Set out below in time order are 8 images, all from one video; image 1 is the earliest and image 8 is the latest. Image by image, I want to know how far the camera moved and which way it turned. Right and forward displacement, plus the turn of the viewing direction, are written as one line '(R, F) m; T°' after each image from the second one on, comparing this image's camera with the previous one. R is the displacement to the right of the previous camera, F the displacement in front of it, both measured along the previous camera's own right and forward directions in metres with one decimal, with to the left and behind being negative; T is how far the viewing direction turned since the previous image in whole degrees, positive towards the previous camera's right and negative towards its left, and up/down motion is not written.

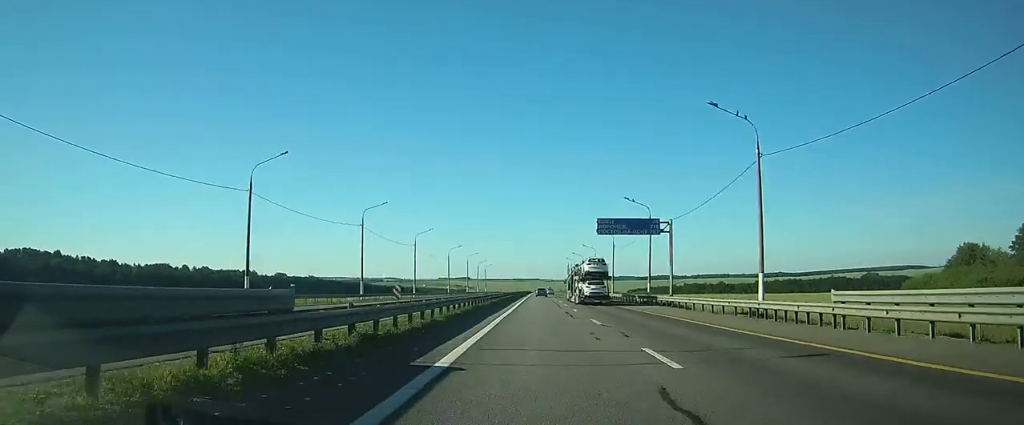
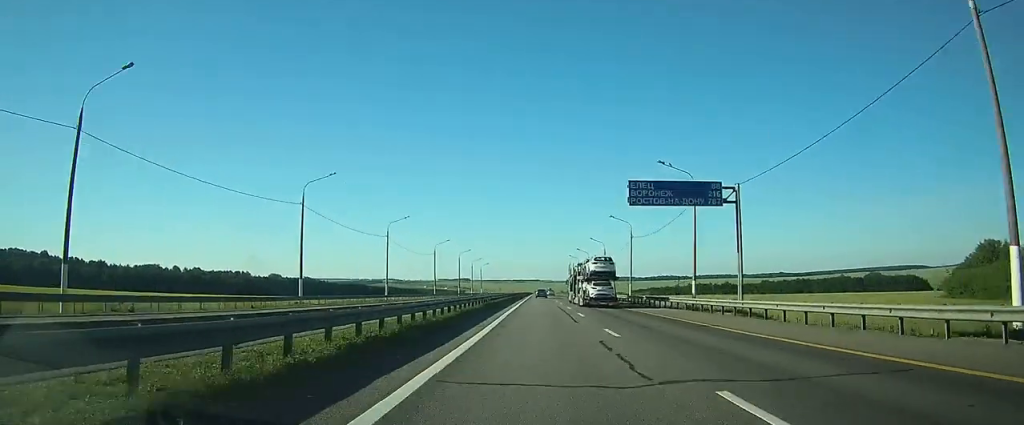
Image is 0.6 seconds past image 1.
(0.0, +17.3) m; 0°
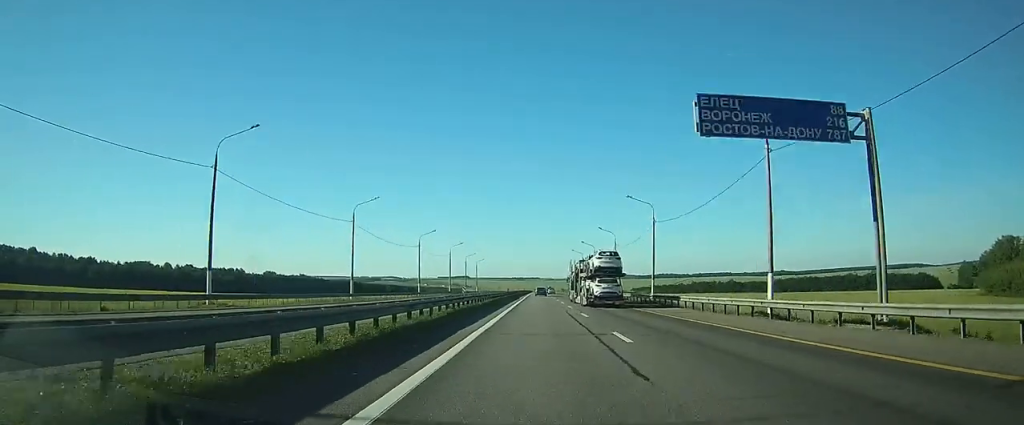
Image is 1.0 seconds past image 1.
(0.0, +14.4) m; 0°
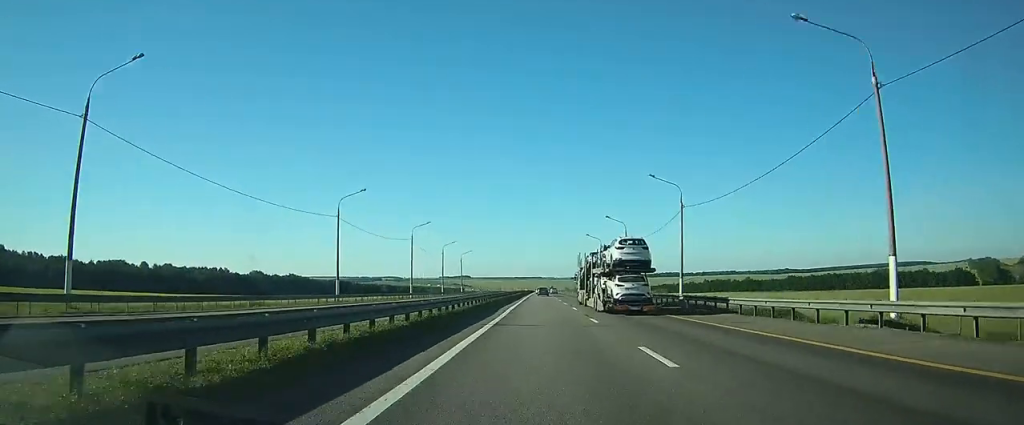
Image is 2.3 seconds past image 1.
(0.0, +40.5) m; 0°
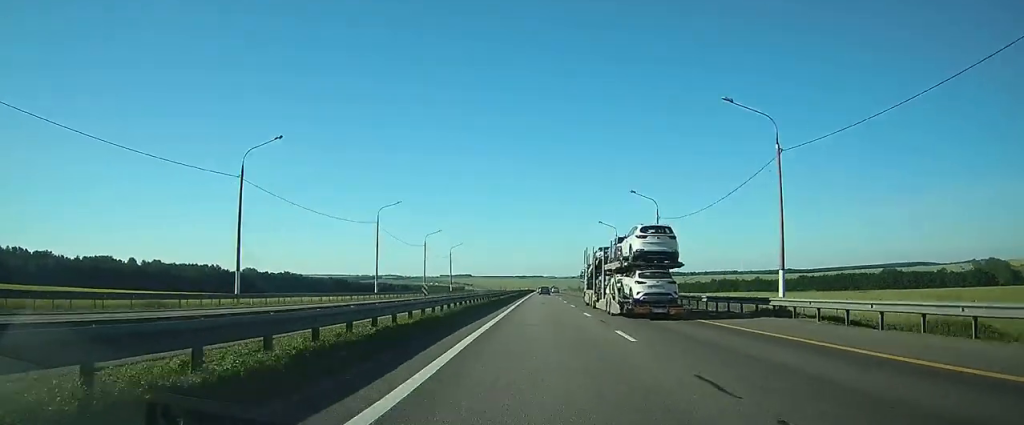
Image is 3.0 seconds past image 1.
(0.0, +19.9) m; 0°
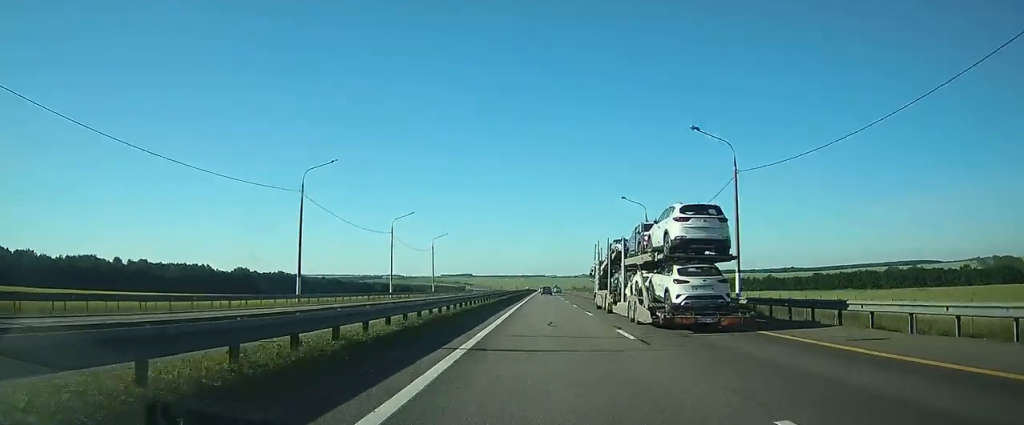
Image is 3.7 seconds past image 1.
(0.0, +23.1) m; 0°
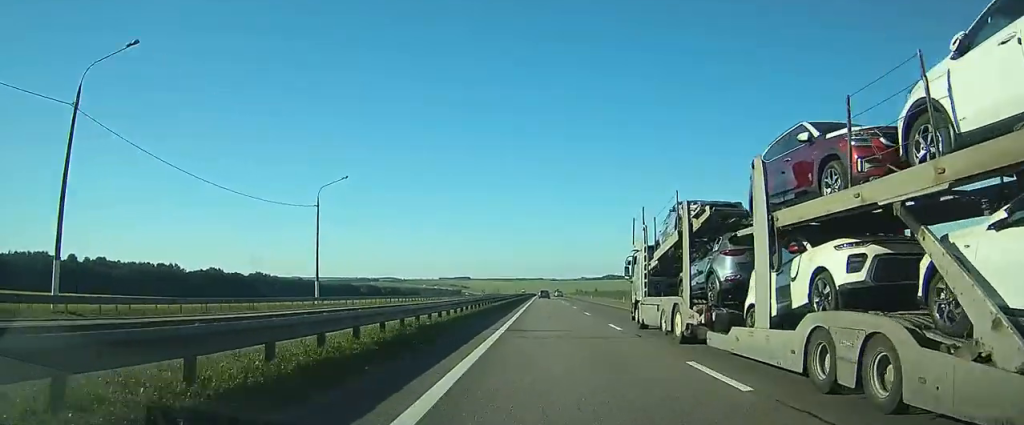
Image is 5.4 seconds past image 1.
(-0.2, +54.8) m; 0°
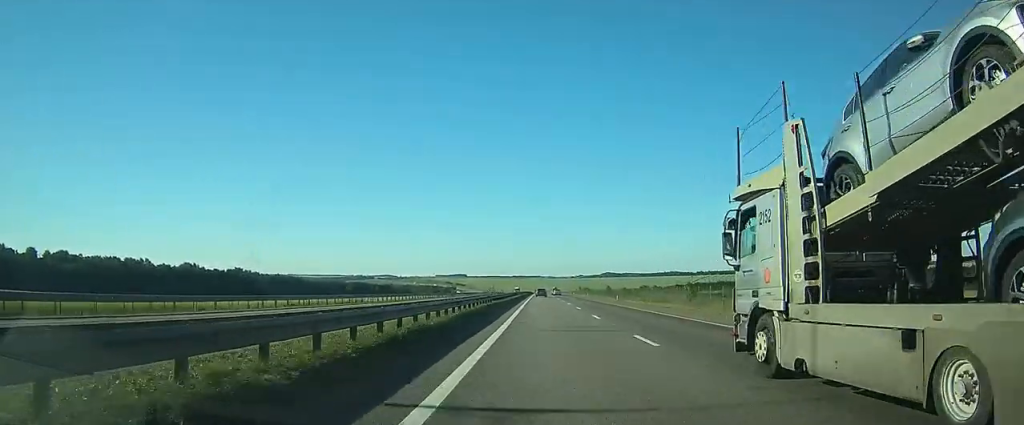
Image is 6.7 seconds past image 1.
(+0.1, +41.9) m; 0°
